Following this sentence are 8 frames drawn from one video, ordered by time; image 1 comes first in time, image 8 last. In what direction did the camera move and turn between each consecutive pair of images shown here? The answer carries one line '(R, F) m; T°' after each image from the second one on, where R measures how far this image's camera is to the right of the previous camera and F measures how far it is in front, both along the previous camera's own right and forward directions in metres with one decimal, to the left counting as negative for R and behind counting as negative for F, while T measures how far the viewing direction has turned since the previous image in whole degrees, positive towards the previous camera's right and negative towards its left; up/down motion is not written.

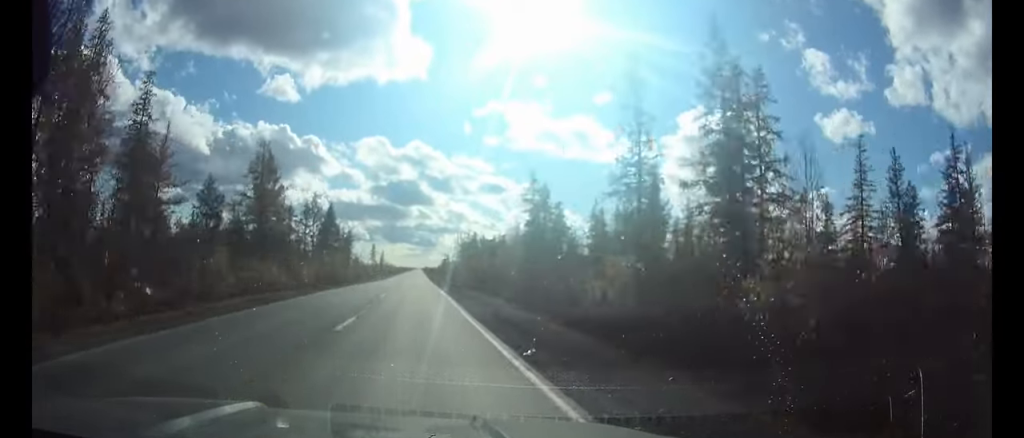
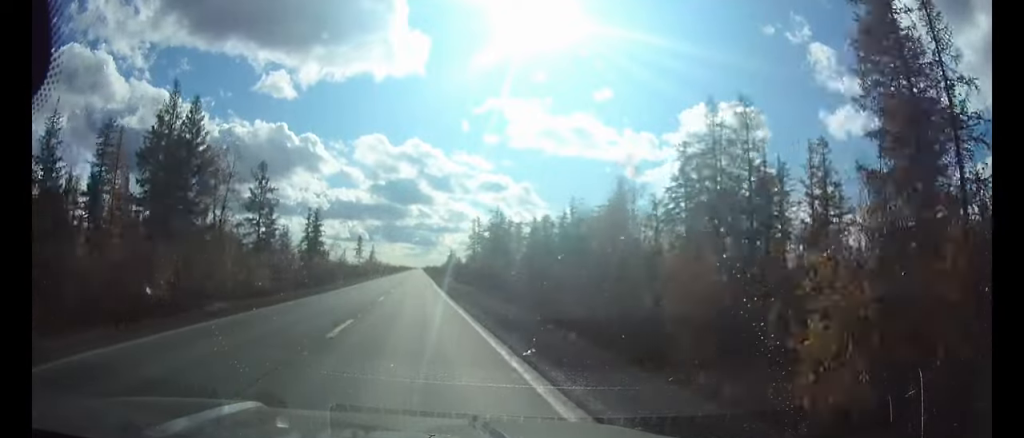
(0.0, +60.7) m; 0°
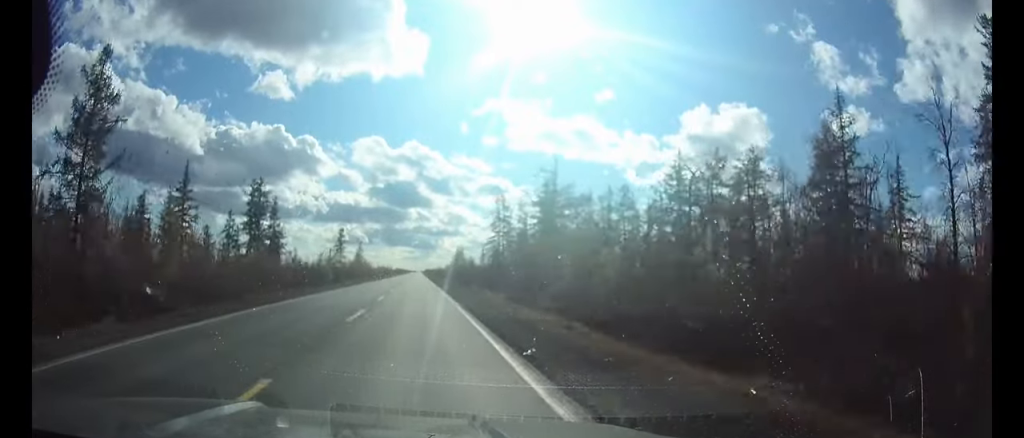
(0.0, +46.3) m; 0°
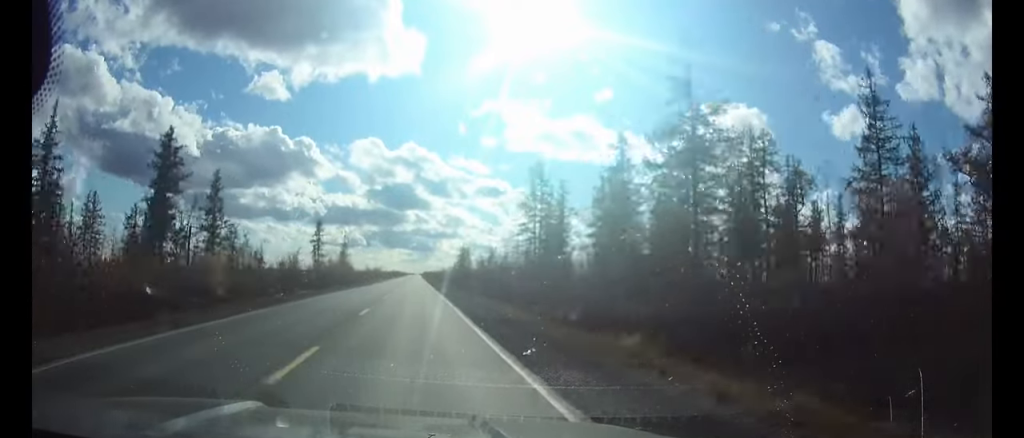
(0.0, +31.7) m; 0°
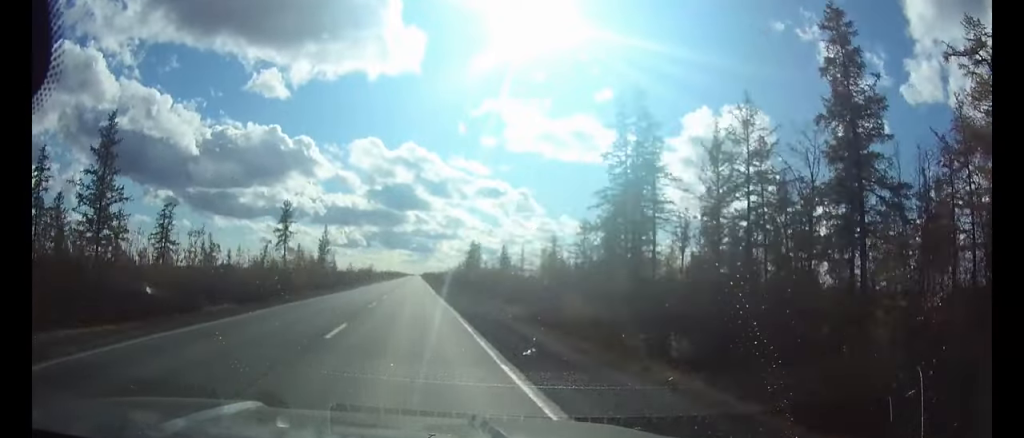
(0.0, +30.1) m; 0°
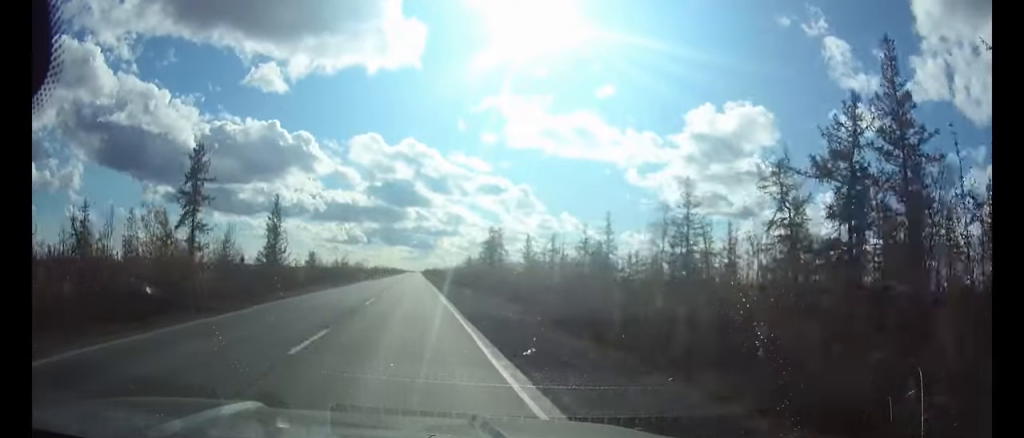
(0.0, +38.7) m; 0°
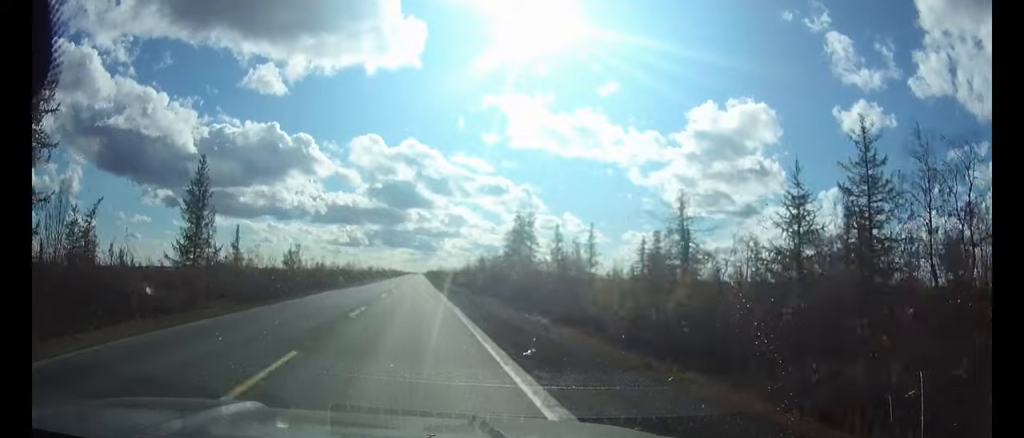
(0.0, +28.9) m; 0°
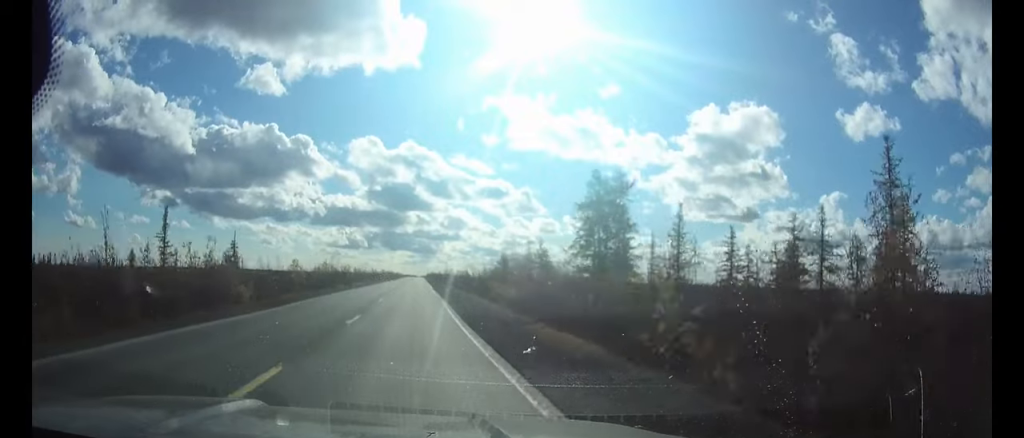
(-0.1, +35.7) m; 0°
